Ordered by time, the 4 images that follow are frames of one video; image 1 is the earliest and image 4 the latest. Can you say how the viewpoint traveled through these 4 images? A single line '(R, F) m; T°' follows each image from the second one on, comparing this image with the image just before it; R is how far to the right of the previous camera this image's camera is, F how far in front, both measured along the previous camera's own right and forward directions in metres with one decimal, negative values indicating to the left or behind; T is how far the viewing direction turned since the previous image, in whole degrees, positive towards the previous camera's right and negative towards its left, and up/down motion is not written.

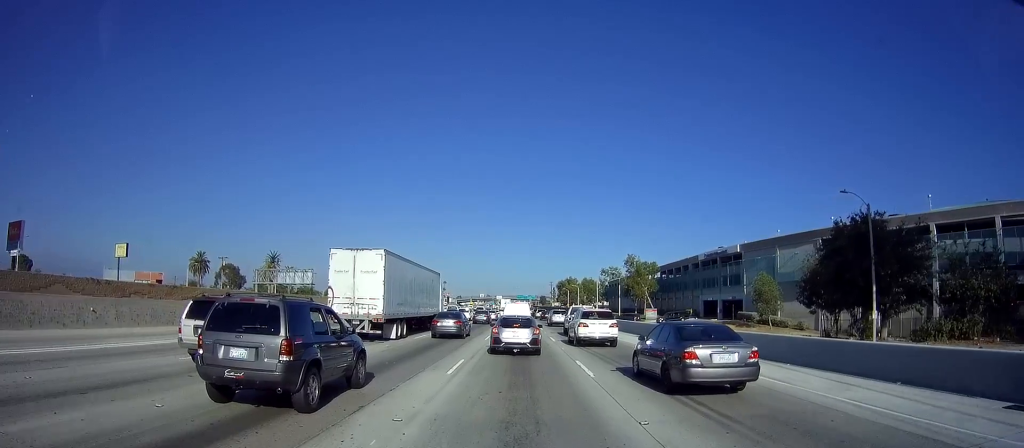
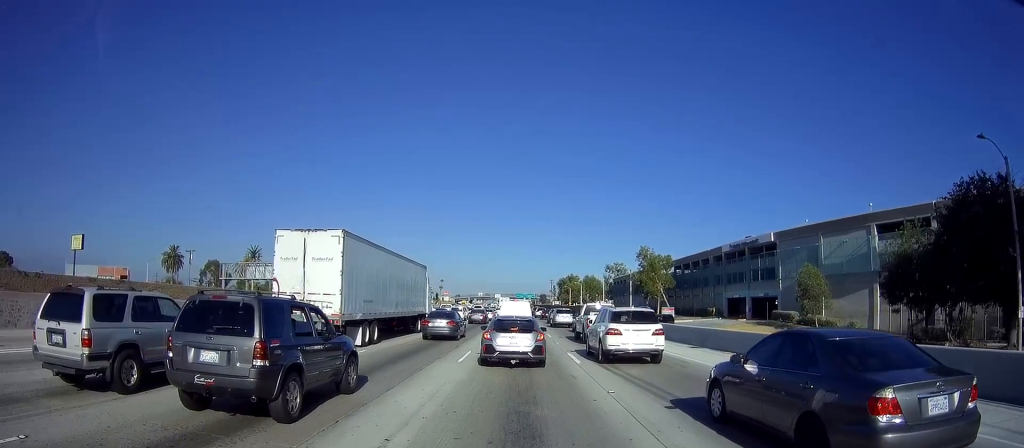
(+0.2, +9.3) m; +2°
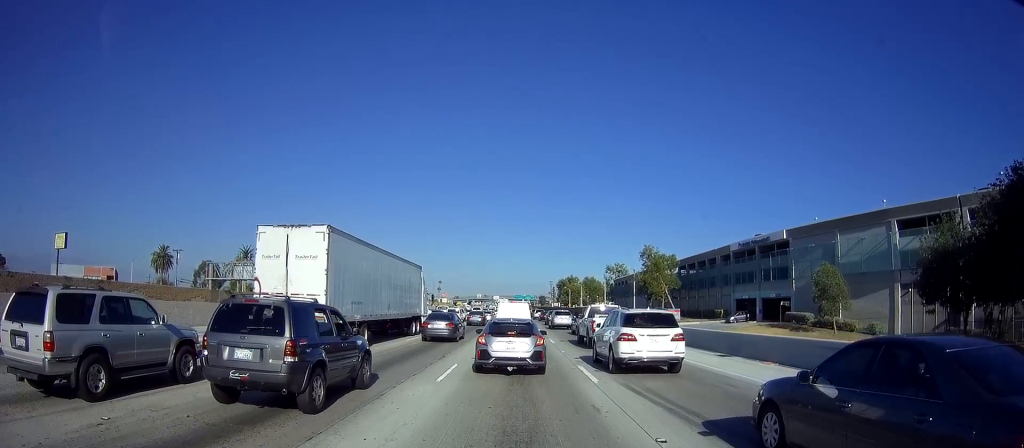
(+0.1, +3.2) m; +1°
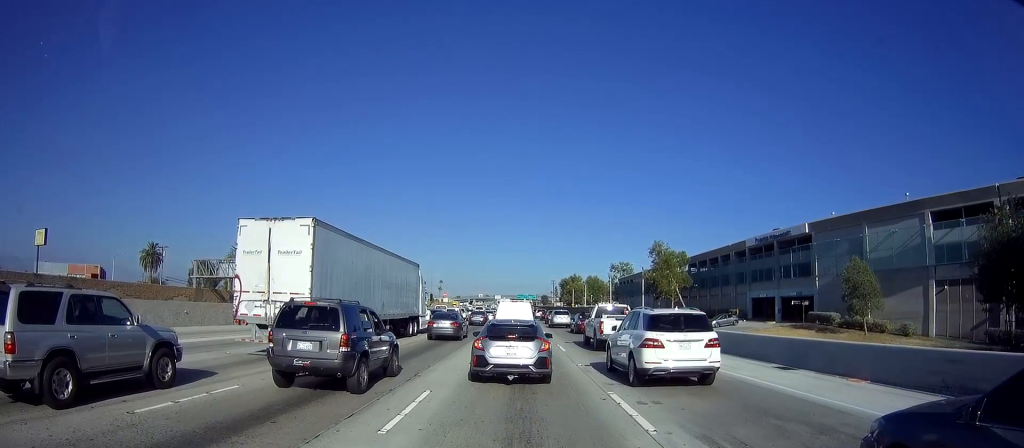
(0.0, +3.9) m; +1°
